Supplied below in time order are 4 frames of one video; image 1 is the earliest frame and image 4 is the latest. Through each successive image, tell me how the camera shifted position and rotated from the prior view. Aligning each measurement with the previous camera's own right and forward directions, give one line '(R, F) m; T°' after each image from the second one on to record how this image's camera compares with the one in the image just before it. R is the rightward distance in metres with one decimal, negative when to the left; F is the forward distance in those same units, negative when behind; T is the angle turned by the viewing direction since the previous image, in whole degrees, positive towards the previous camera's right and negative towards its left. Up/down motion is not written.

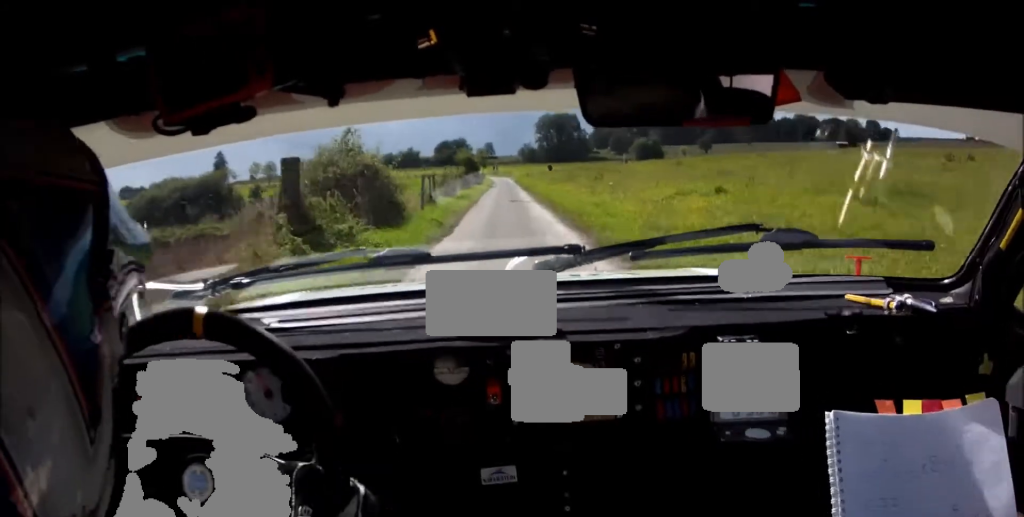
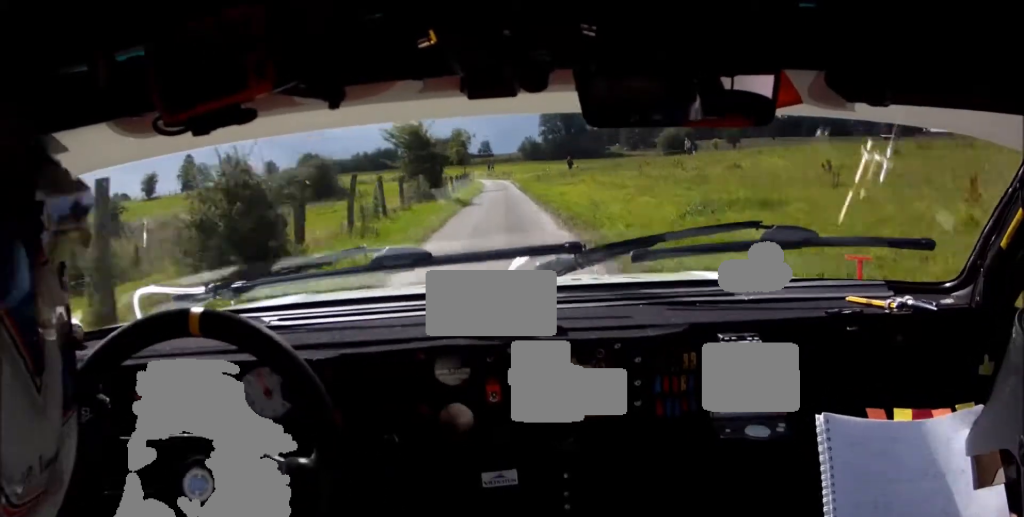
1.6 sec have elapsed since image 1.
(-0.5, +41.5) m; -1°
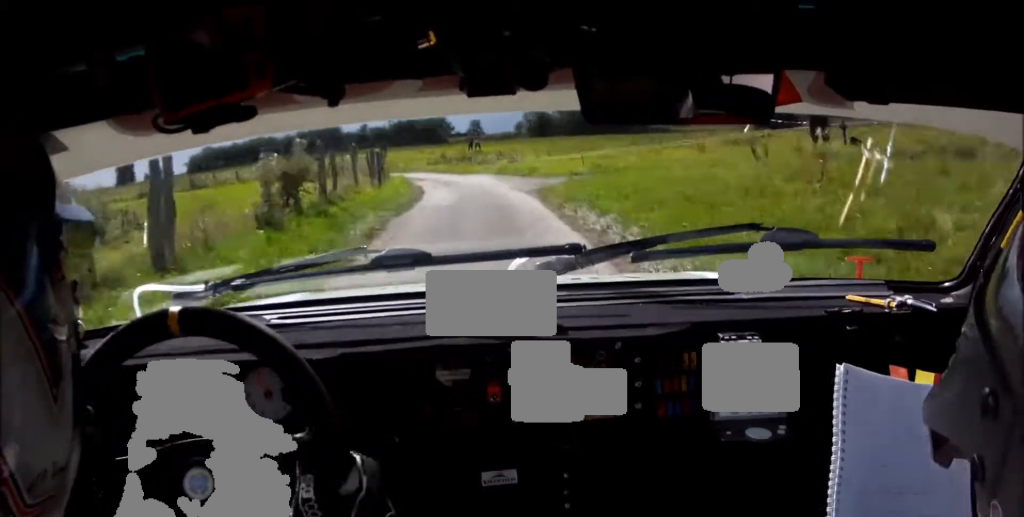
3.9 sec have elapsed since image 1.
(+0.6, +62.0) m; -6°
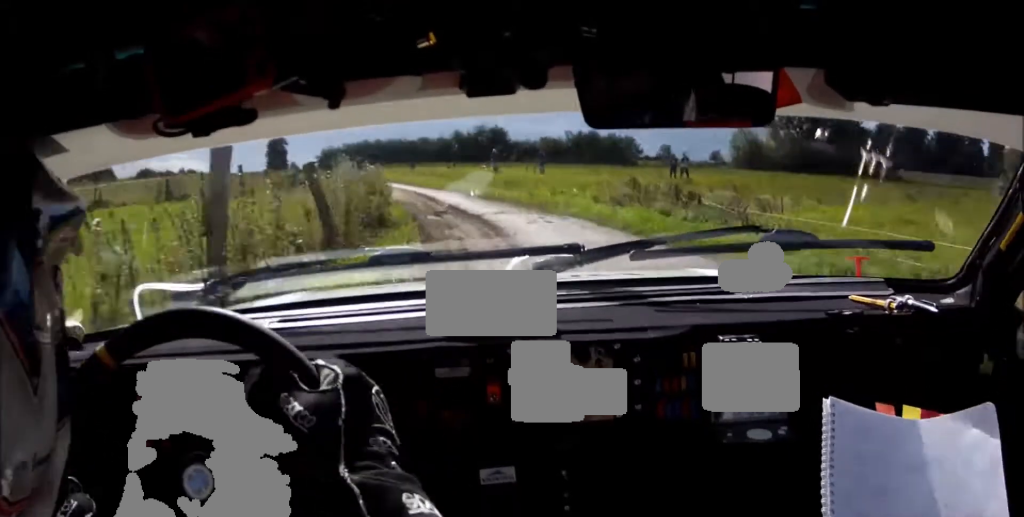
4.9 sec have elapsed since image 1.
(-2.5, +25.3) m; -11°
